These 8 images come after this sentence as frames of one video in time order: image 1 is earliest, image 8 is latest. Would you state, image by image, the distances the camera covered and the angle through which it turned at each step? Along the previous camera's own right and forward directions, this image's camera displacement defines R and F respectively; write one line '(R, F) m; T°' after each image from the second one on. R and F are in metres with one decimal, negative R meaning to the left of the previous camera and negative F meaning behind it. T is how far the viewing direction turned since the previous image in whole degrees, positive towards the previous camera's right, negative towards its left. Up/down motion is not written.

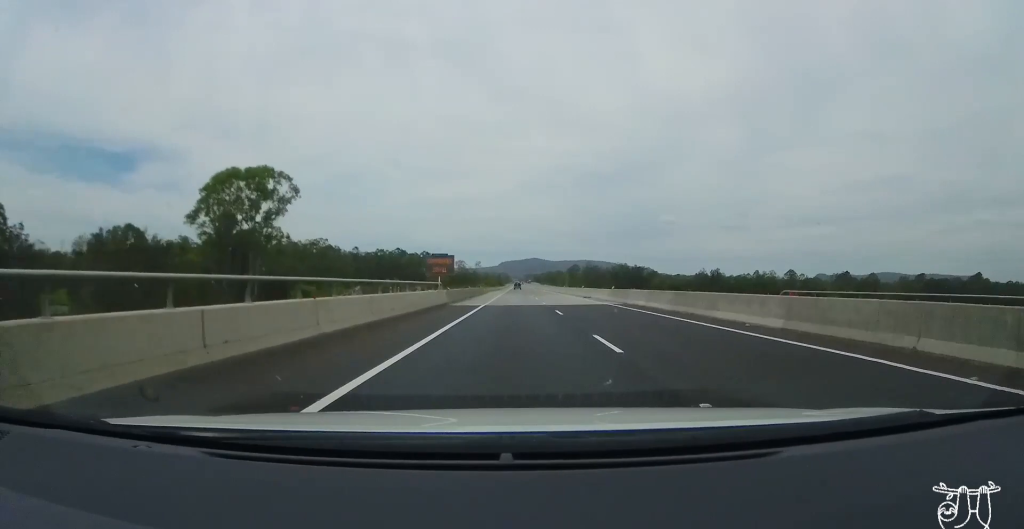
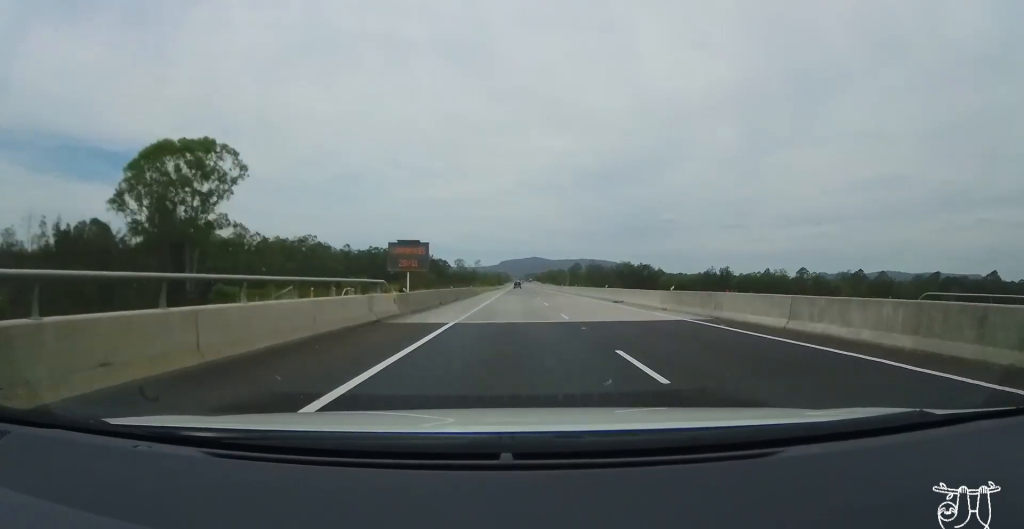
(+0.1, +14.4) m; -1°
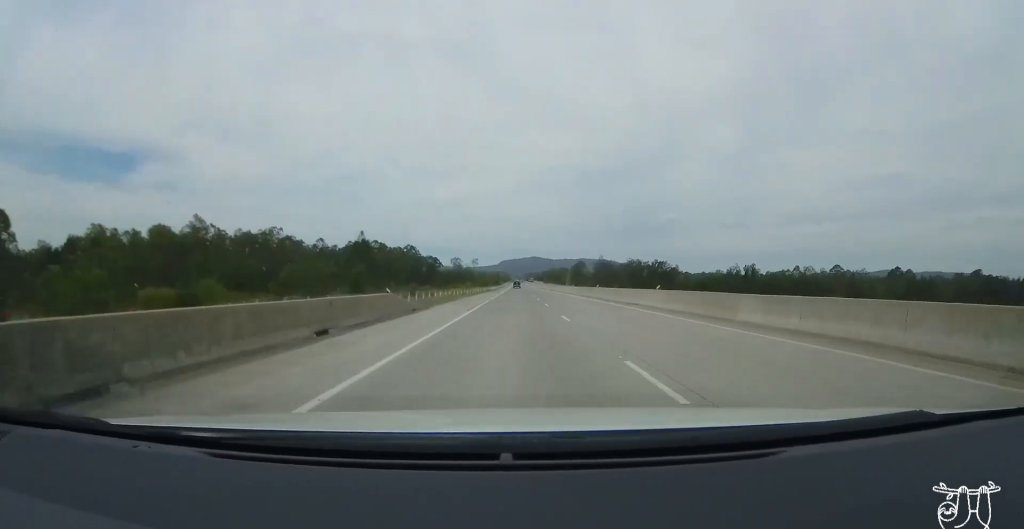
(-0.6, +37.2) m; 0°
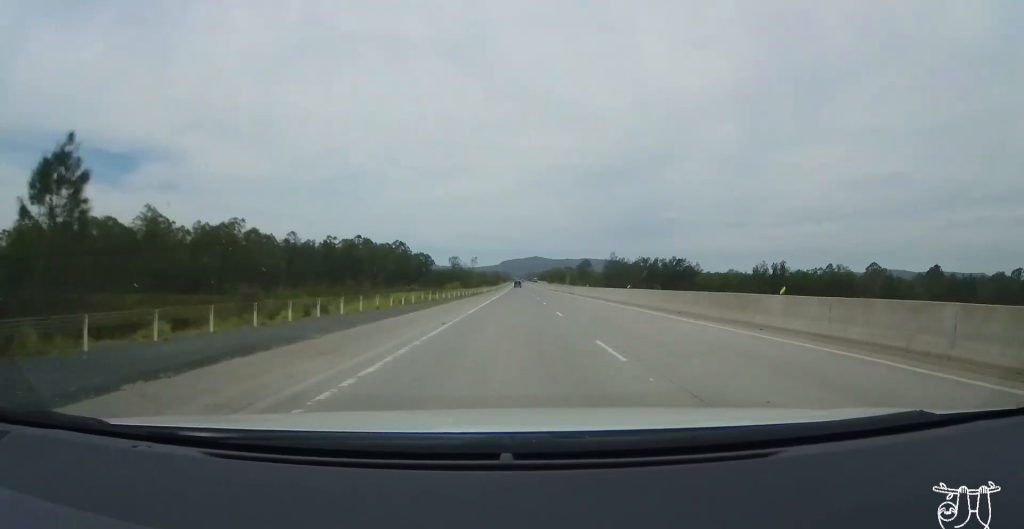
(+0.4, +32.4) m; +1°
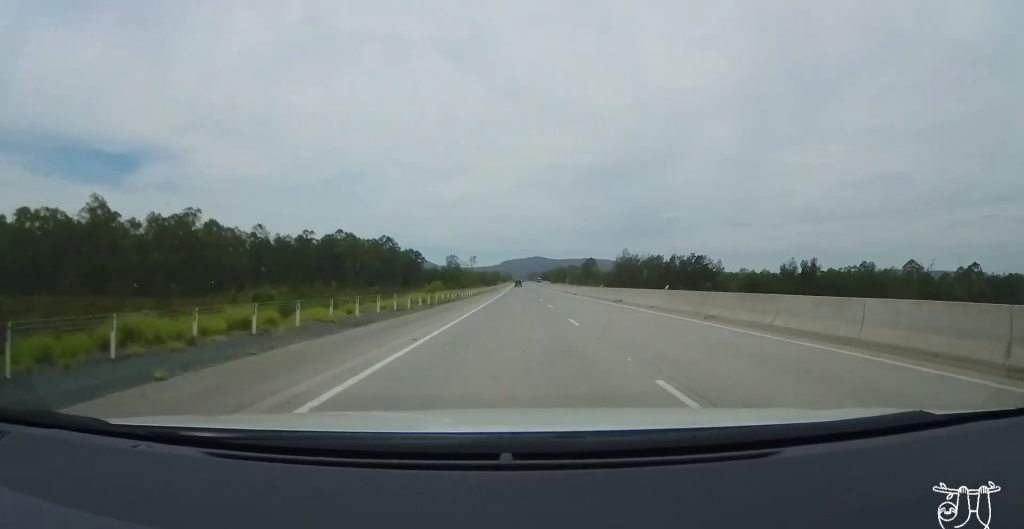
(+0.3, +27.6) m; 0°
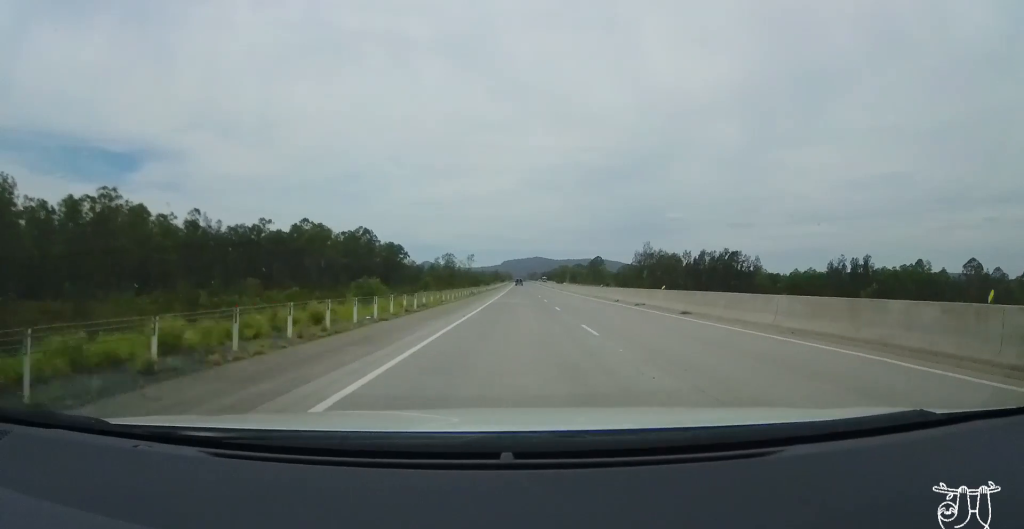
(-0.7, +38.7) m; -1°
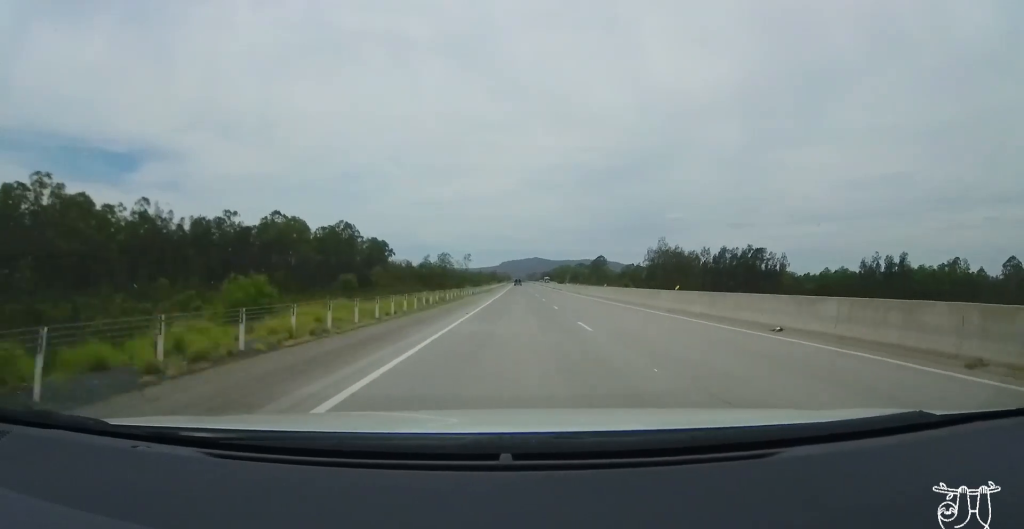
(0.0, +21.7) m; 0°
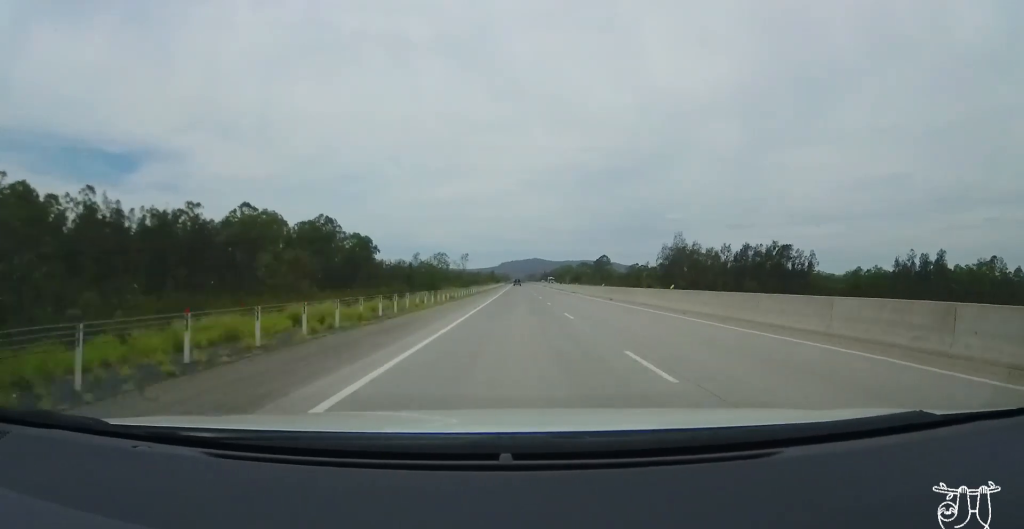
(-0.1, +19.2) m; 0°
